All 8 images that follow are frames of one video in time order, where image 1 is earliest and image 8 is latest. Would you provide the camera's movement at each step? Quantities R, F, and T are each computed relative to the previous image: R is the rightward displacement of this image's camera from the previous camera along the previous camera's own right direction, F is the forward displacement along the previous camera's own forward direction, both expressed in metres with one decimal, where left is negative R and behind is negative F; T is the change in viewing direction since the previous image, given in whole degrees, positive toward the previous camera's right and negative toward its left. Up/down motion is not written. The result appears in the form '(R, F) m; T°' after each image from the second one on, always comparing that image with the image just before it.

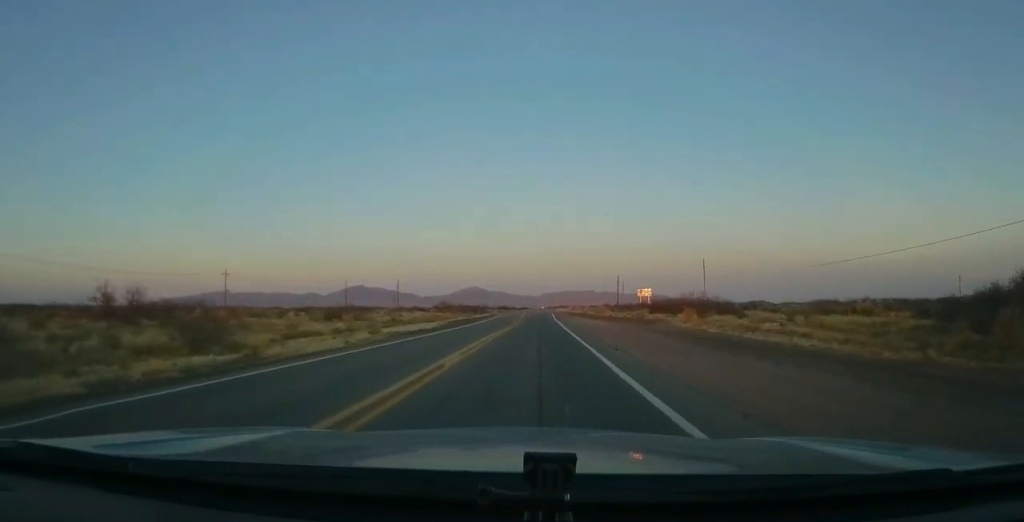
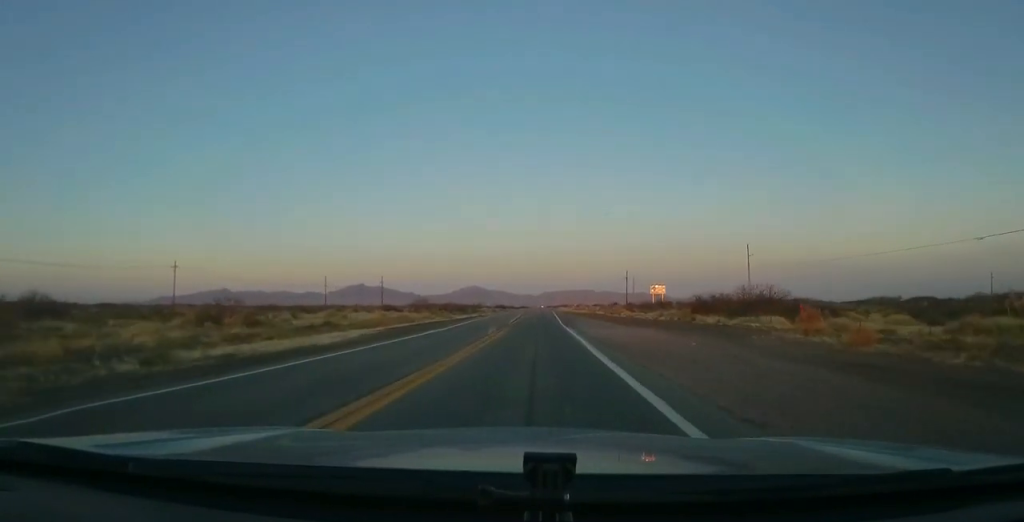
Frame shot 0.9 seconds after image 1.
(-0.6, +23.4) m; 0°
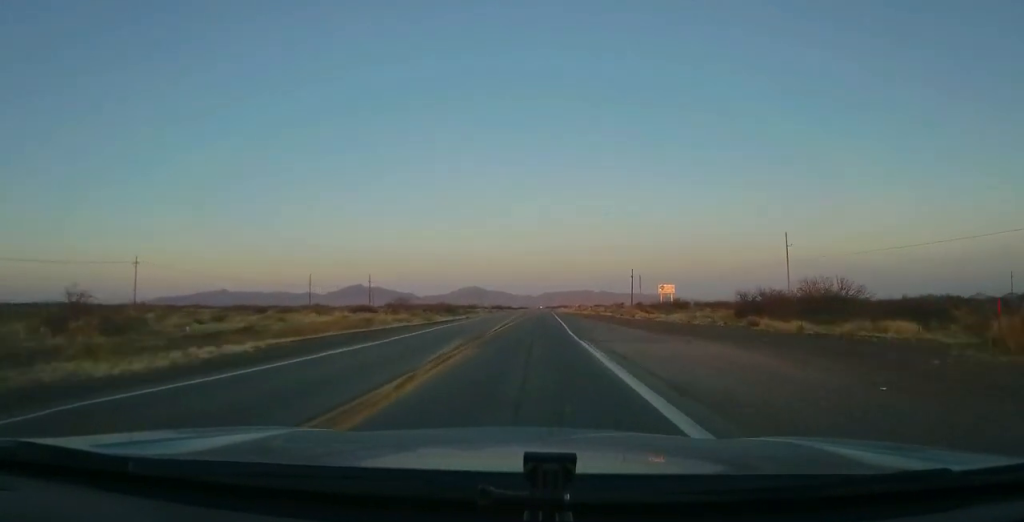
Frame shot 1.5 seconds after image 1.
(+0.3, +14.2) m; 0°
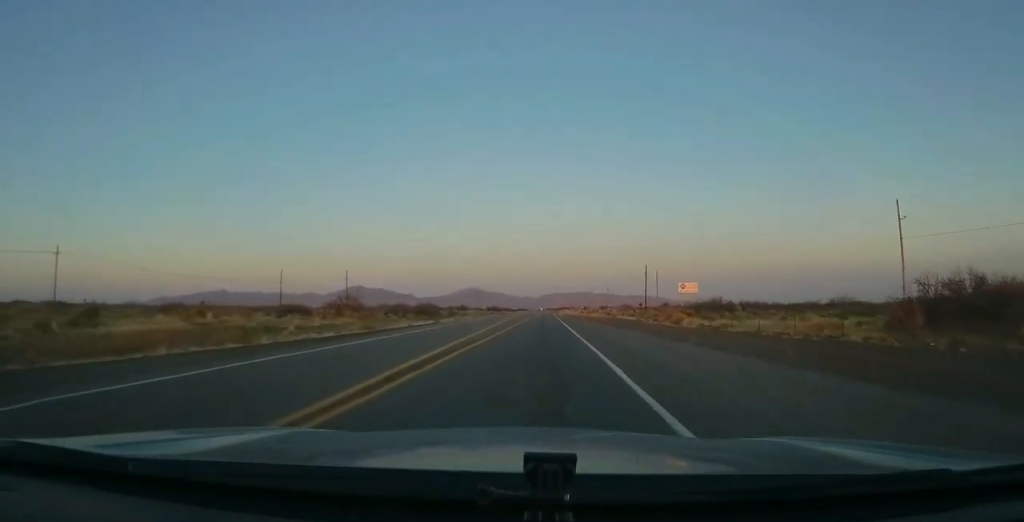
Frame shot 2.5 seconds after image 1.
(0.0, +24.3) m; -1°
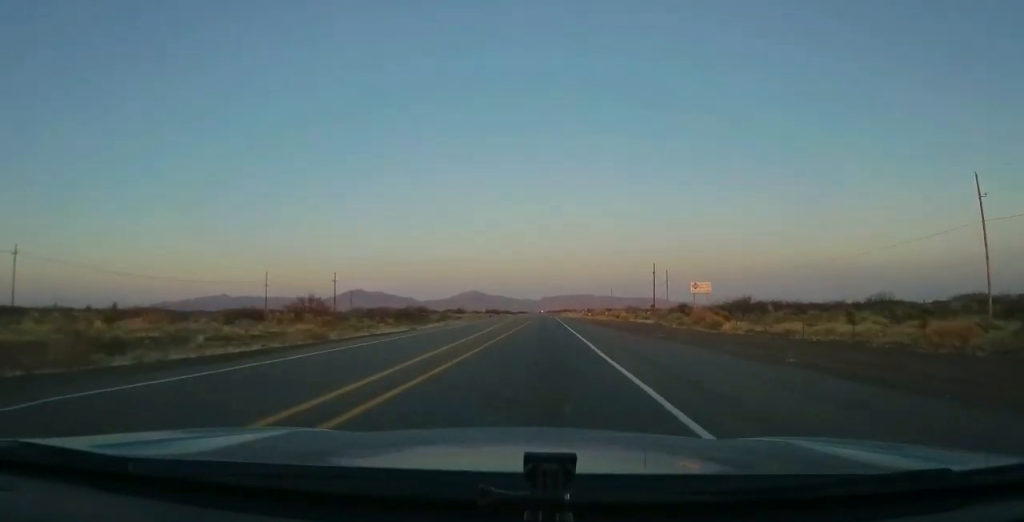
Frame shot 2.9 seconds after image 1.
(-0.1, +10.9) m; -1°
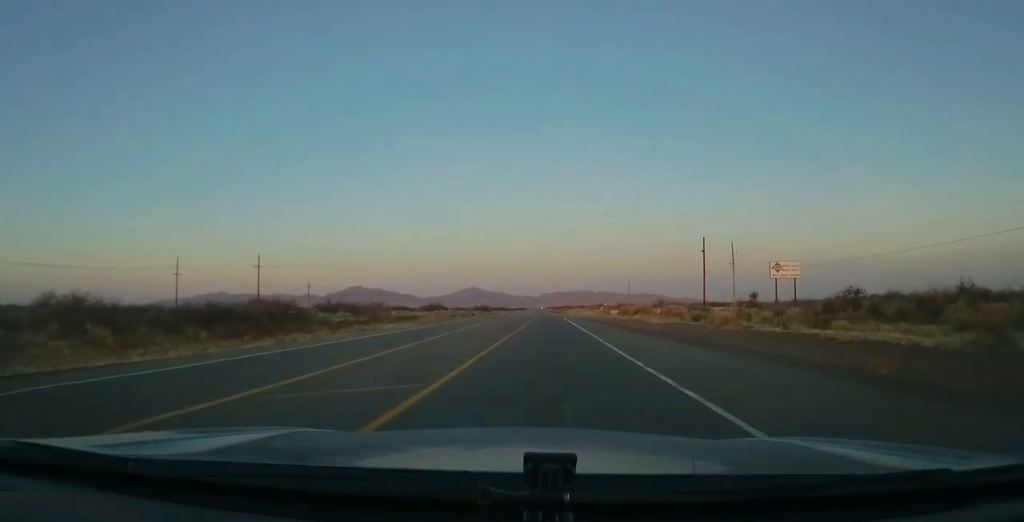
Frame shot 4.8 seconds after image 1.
(-0.1, +46.7) m; +1°
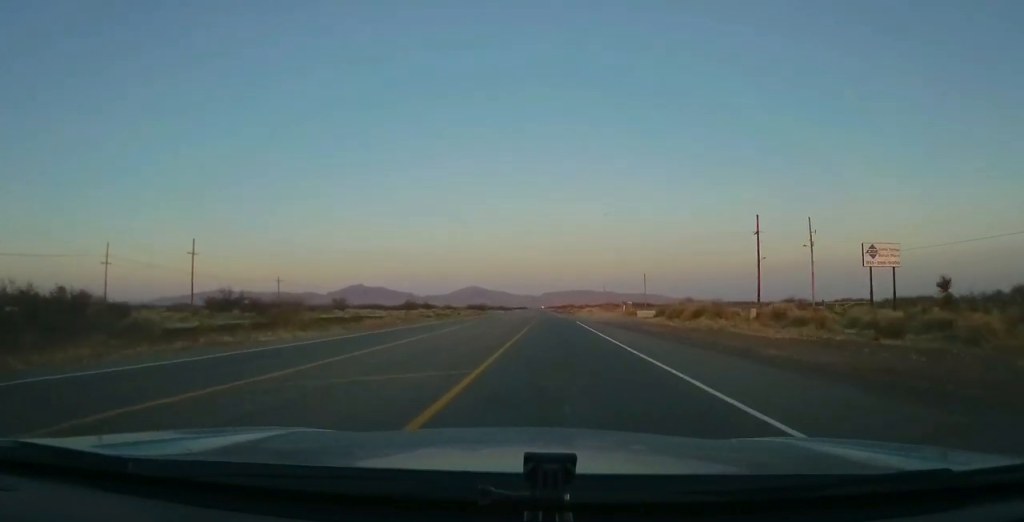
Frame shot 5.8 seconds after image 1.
(+0.5, +25.9) m; 0°
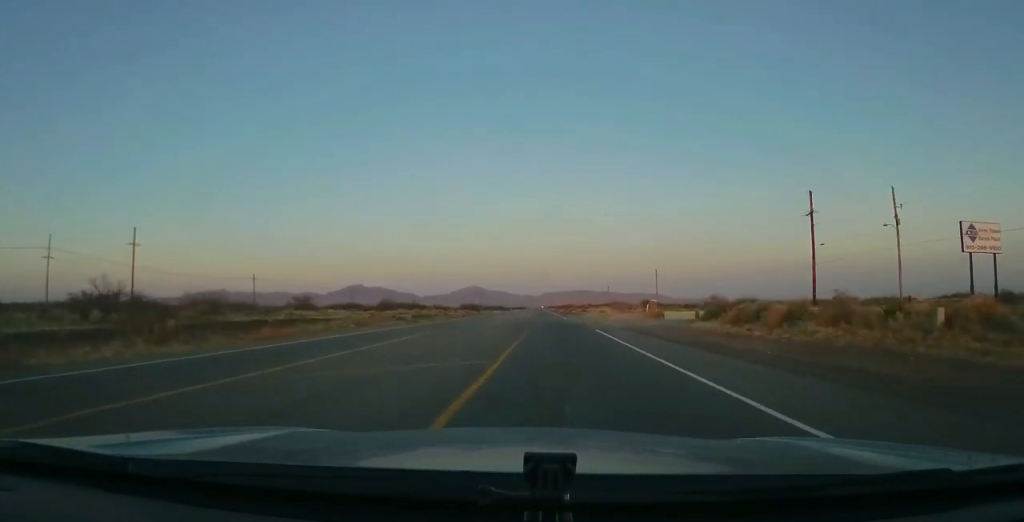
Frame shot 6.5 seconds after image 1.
(-0.2, +16.8) m; 0°
